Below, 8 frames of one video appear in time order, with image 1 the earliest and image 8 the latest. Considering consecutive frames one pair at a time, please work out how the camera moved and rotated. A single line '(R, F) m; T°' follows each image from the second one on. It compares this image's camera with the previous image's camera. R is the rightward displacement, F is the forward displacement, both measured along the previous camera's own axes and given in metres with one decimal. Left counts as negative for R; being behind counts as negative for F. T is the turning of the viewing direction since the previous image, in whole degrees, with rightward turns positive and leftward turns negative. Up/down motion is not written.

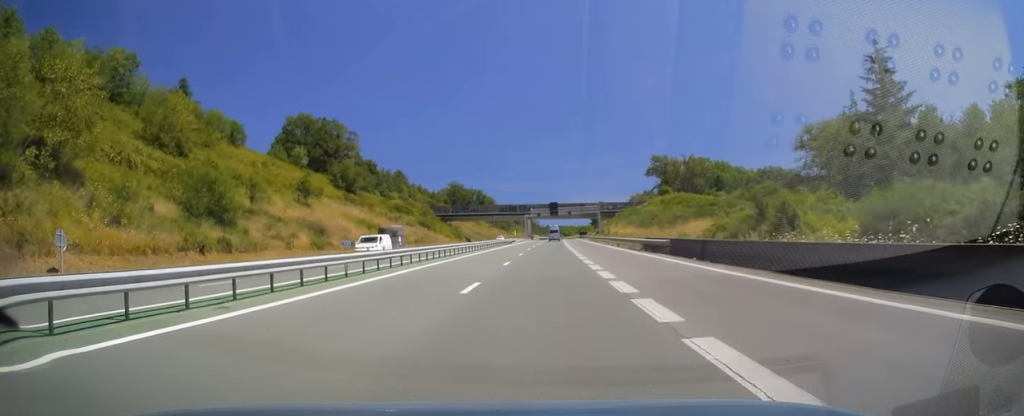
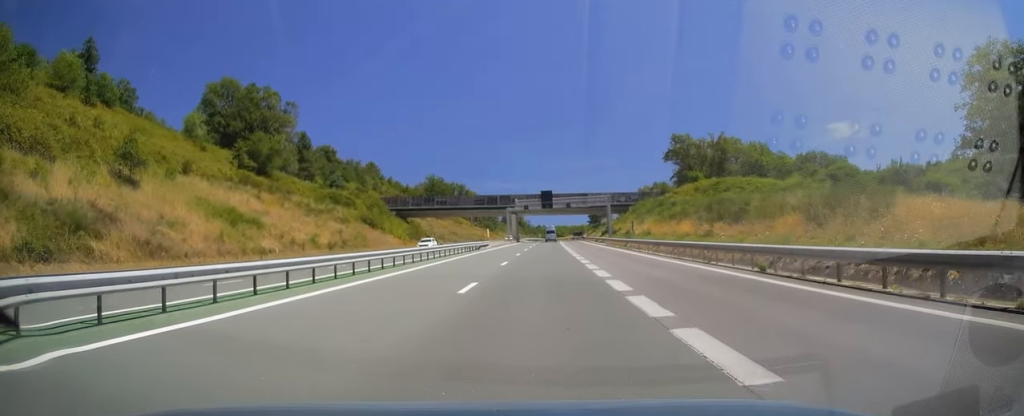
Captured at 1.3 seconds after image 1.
(+0.1, +38.4) m; +1°
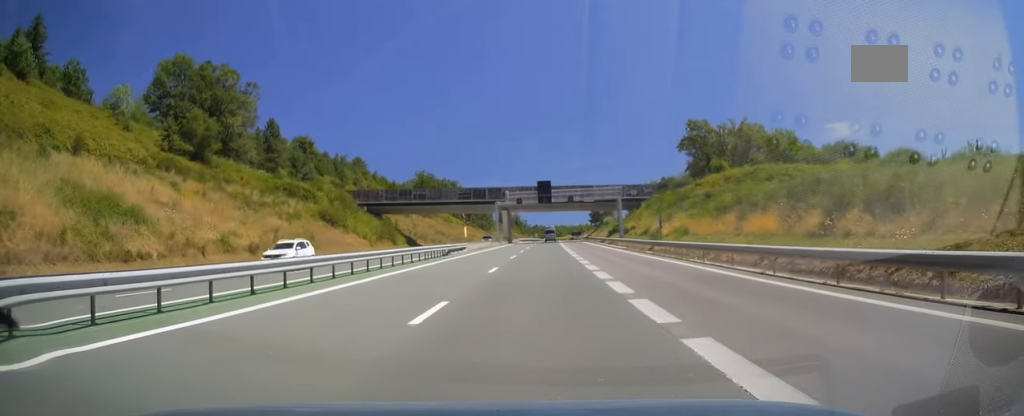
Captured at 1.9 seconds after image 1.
(+0.2, +18.0) m; +1°
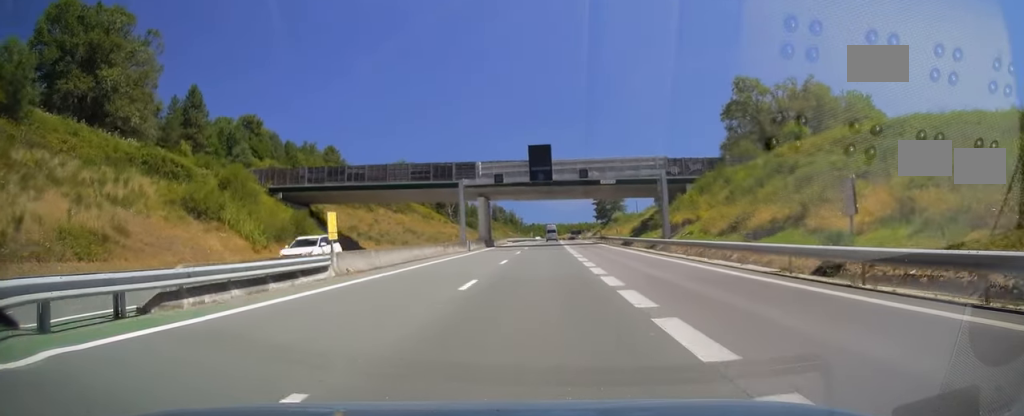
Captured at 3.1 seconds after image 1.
(+0.2, +33.0) m; 0°
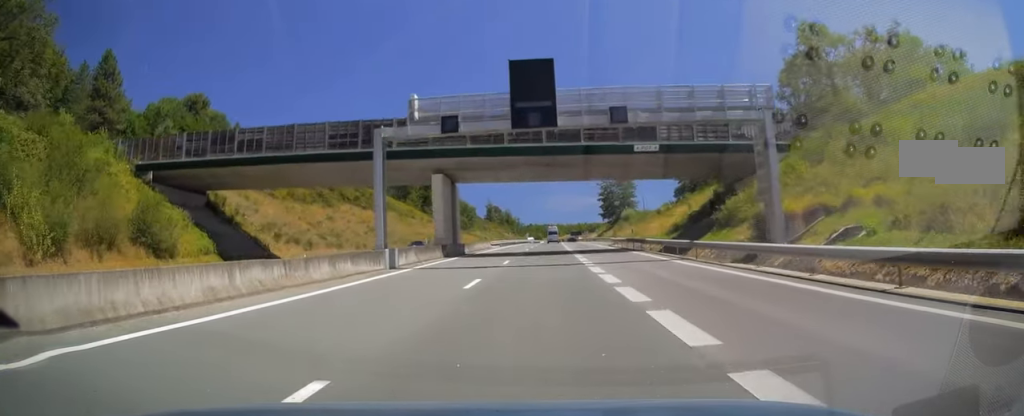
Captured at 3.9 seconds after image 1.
(-0.1, +25.3) m; 0°
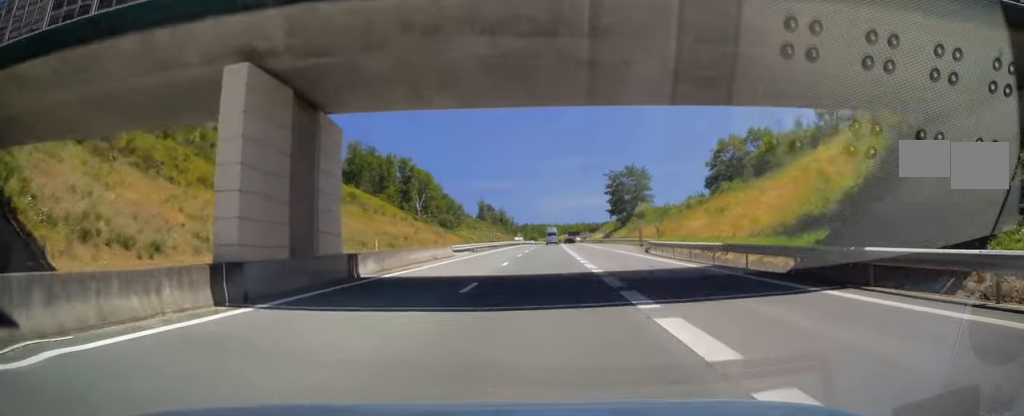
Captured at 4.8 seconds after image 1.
(+0.1, +26.7) m; +1°
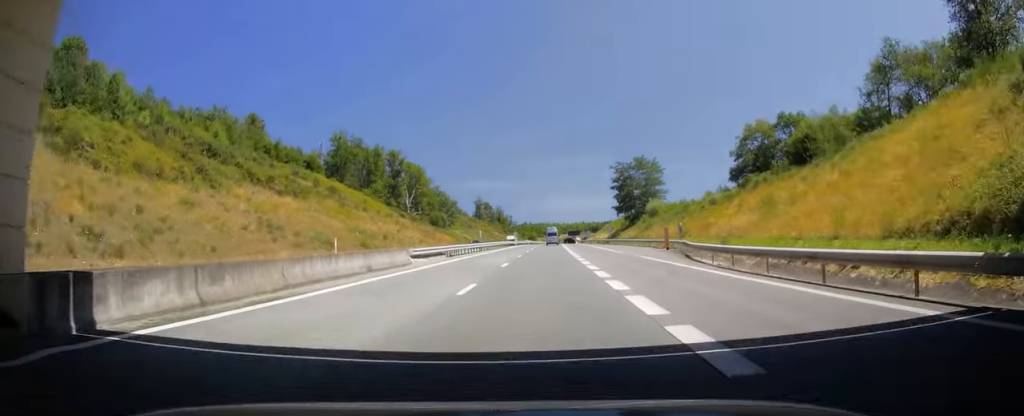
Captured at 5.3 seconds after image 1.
(+0.3, +13.6) m; 0°
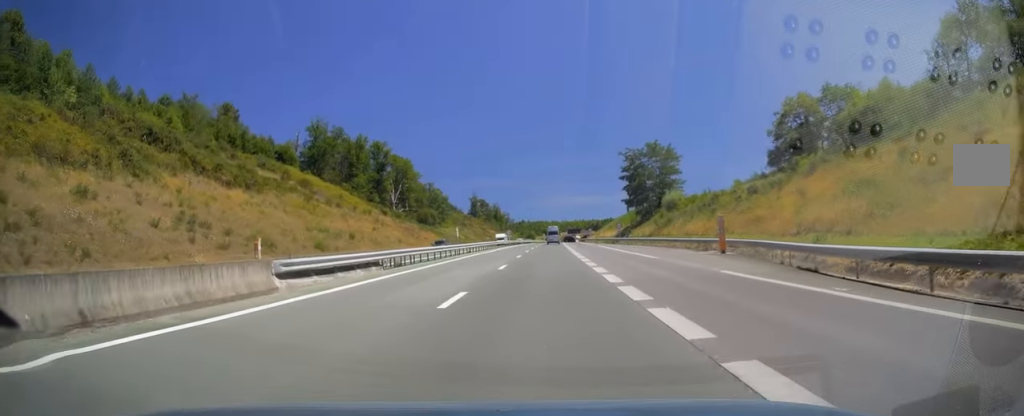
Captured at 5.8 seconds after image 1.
(-0.1, +15.6) m; 0°
